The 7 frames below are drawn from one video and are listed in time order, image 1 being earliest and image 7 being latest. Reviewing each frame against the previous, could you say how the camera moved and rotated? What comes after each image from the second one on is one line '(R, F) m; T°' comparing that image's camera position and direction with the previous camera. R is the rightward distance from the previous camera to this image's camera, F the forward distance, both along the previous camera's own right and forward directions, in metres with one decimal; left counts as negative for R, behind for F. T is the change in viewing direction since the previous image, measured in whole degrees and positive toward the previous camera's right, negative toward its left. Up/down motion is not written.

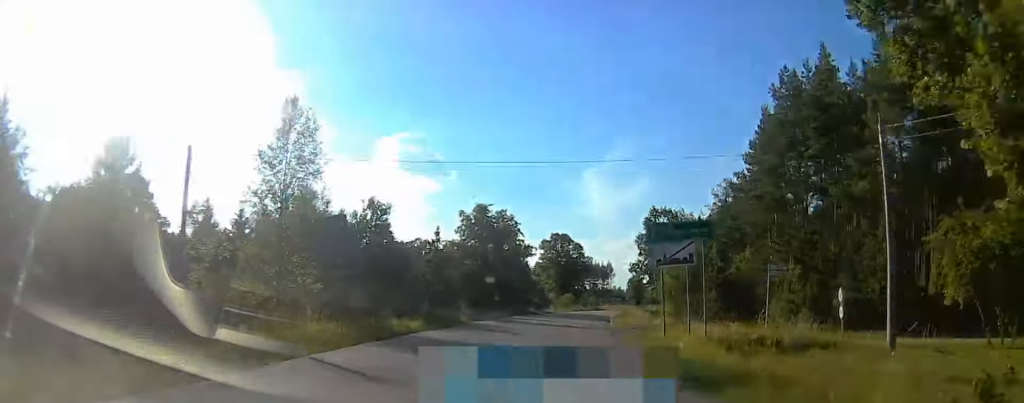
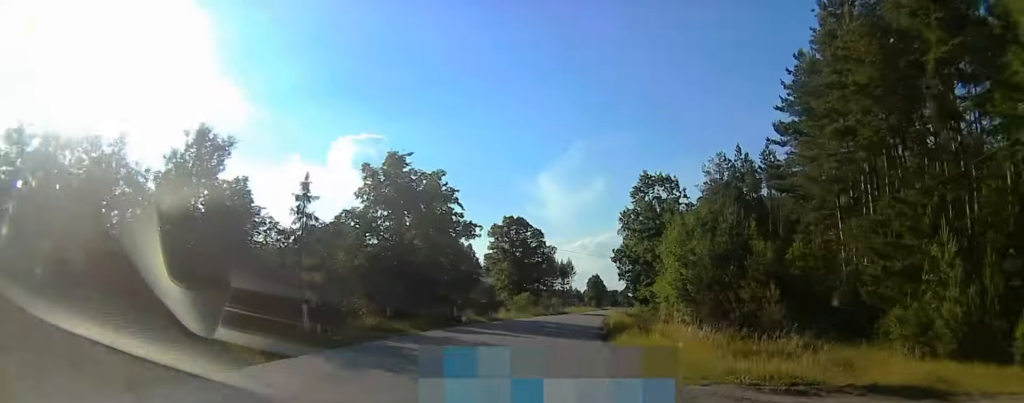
(+0.5, +21.6) m; +5°
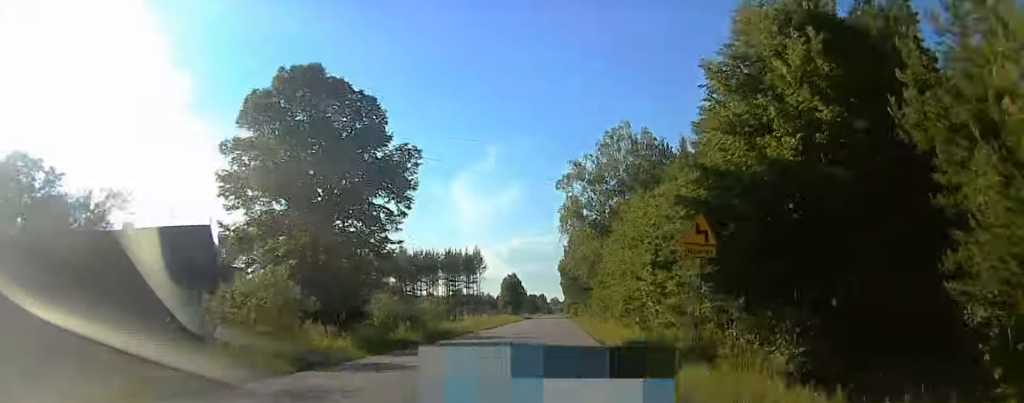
(+6.0, +52.9) m; +10°
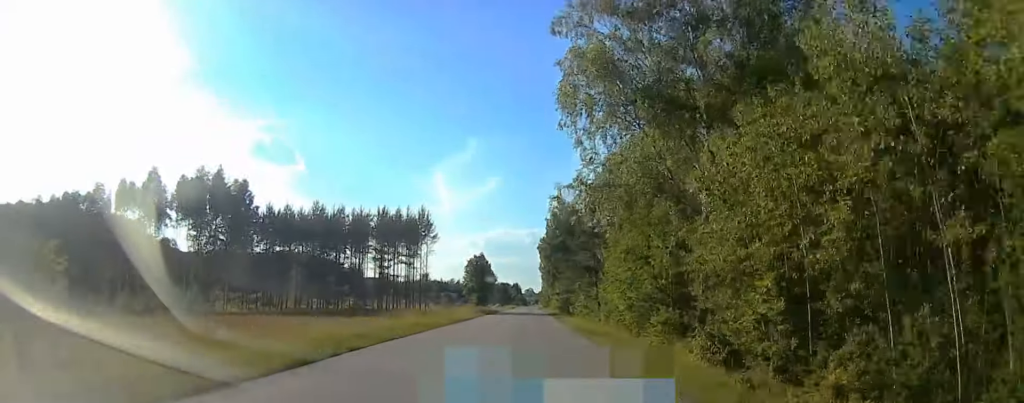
(+0.8, +38.8) m; +2°
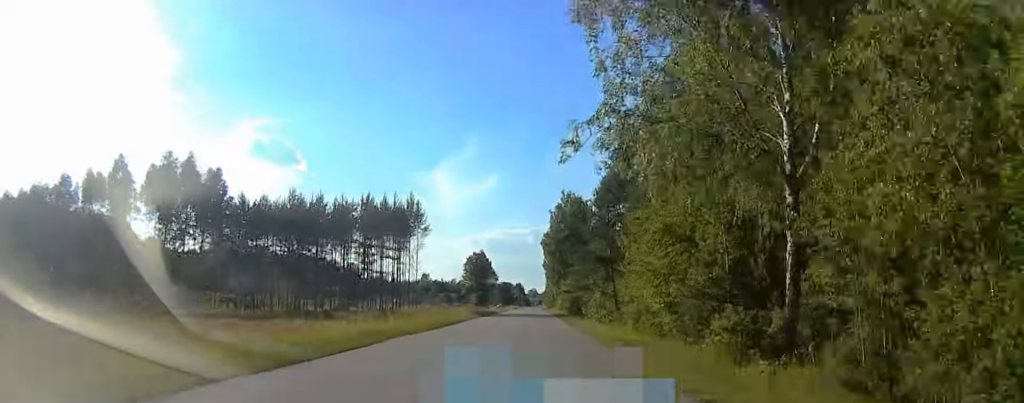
(0.0, +9.6) m; 0°
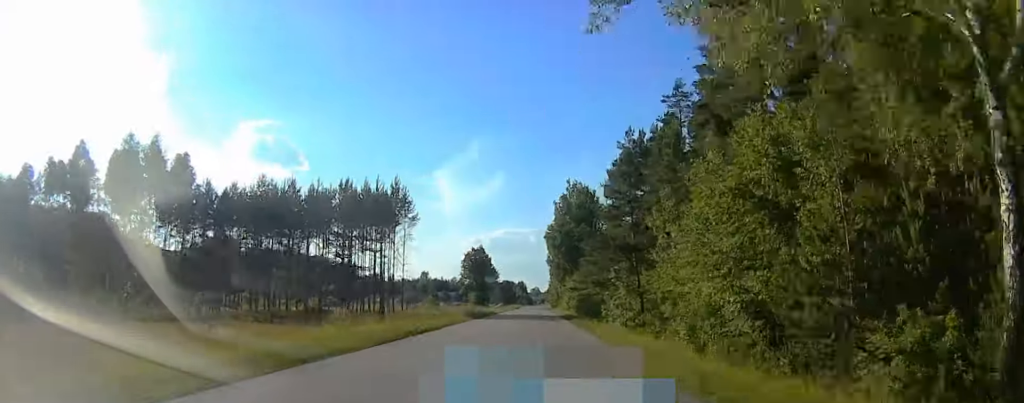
(0.0, +9.5) m; 0°
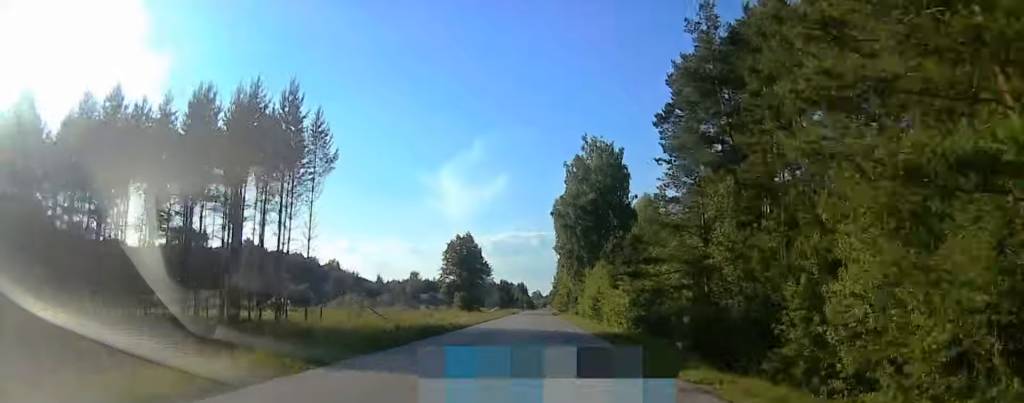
(0.0, +29.2) m; 0°
